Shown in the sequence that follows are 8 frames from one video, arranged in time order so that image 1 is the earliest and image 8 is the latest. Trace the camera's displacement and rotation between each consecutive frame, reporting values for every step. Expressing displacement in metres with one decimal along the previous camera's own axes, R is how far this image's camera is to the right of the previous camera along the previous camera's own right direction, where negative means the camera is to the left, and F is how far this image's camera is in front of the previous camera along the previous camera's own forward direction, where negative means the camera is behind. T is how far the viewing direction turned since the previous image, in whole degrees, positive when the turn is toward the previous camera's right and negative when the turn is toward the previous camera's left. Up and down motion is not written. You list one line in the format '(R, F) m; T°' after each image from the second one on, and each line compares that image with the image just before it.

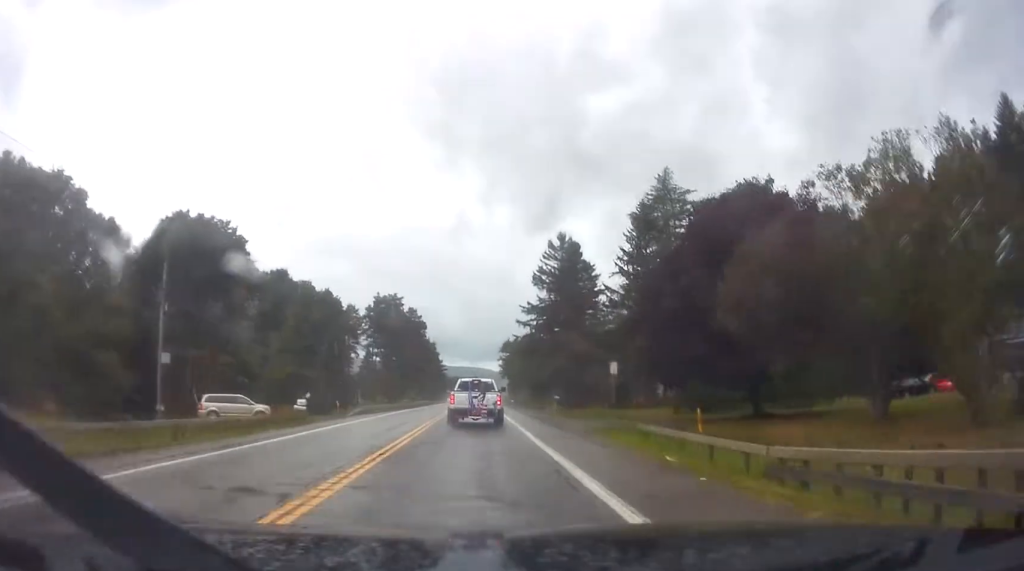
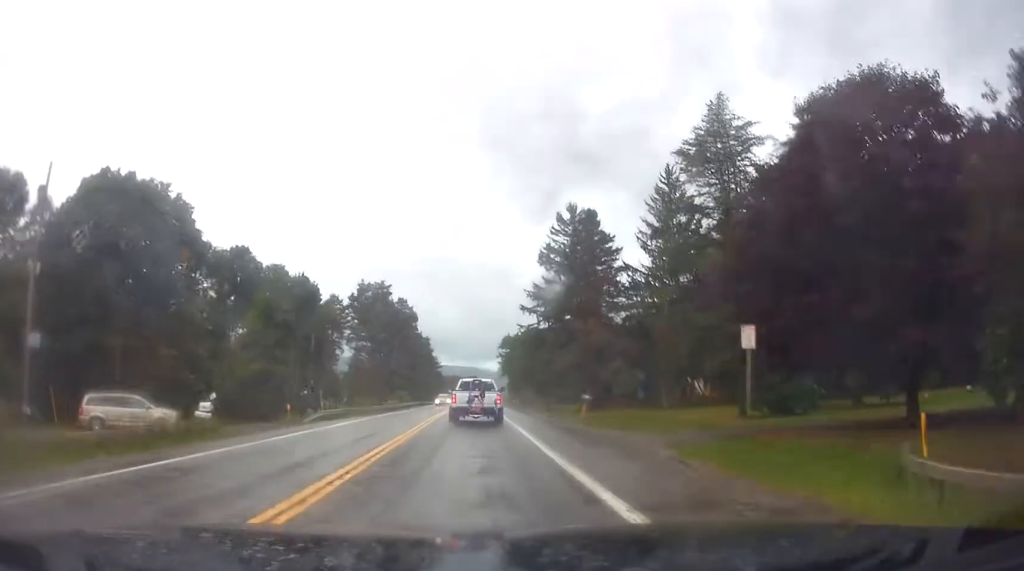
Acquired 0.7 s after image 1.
(-0.4, +13.1) m; 0°
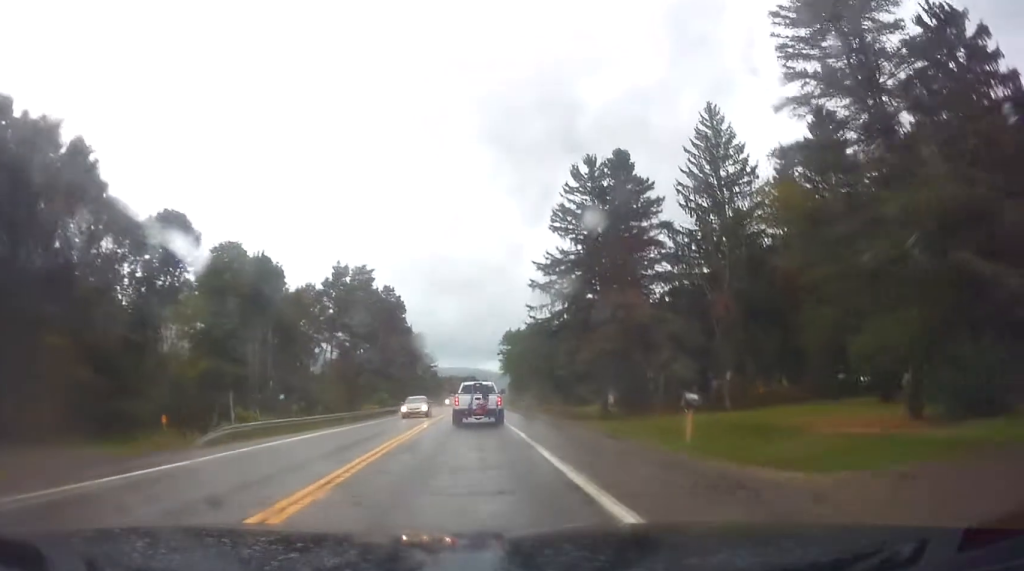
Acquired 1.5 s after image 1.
(+0.3, +15.6) m; +1°
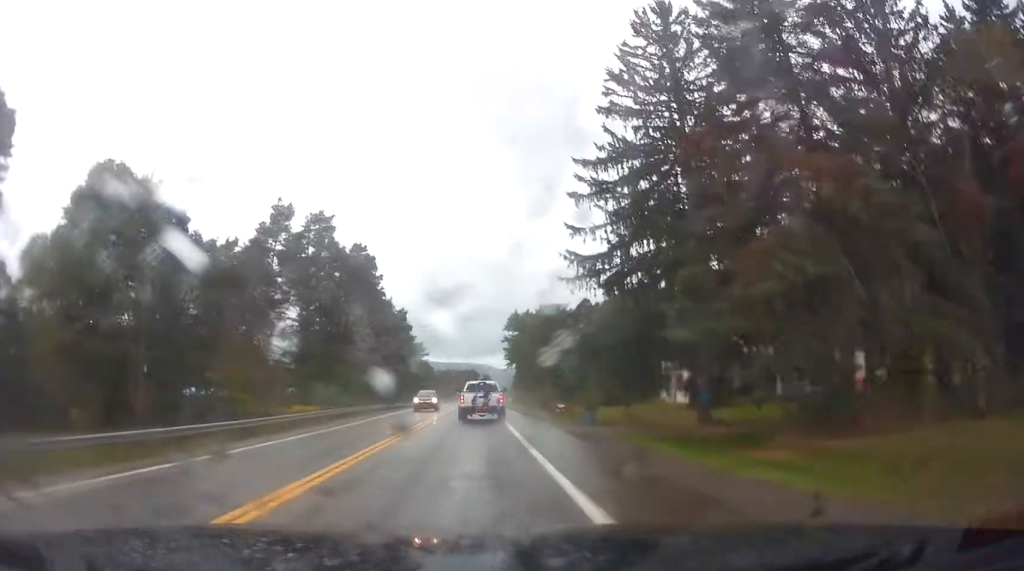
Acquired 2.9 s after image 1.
(+0.2, +25.6) m; -1°
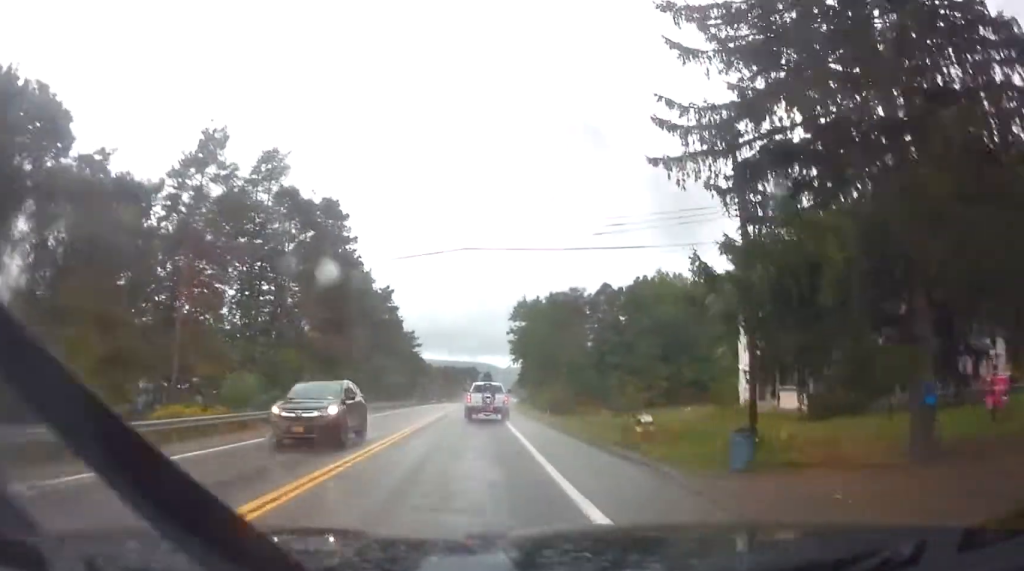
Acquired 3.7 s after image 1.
(-0.5, +17.4) m; -1°
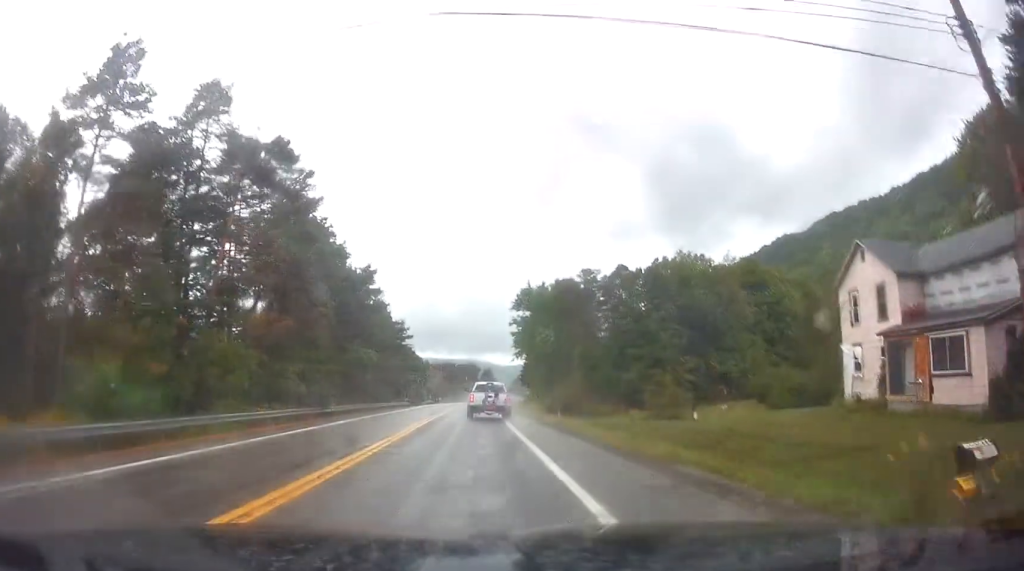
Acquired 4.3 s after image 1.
(+0.1, +12.3) m; 0°
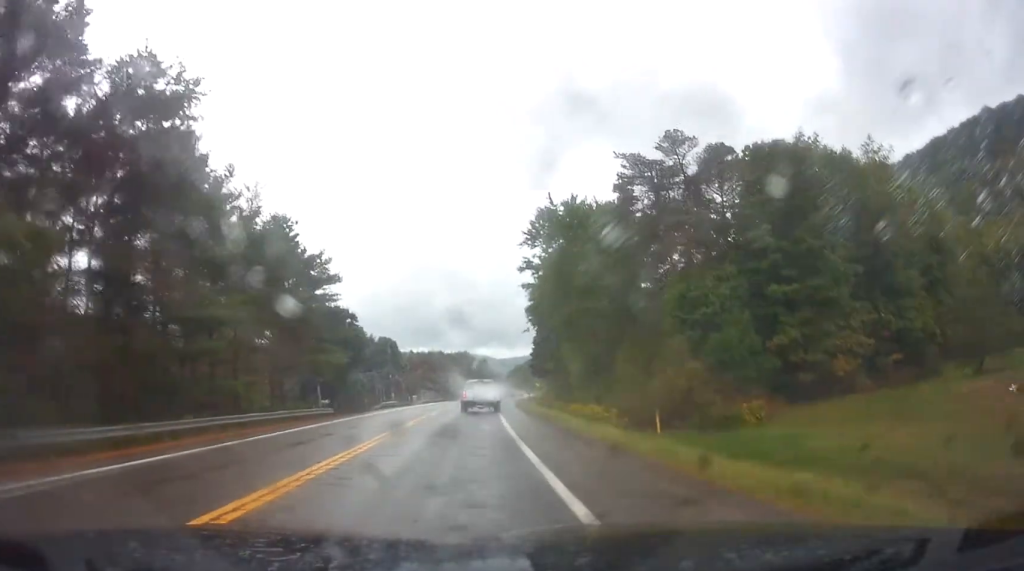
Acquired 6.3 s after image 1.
(0.0, +41.6) m; 0°
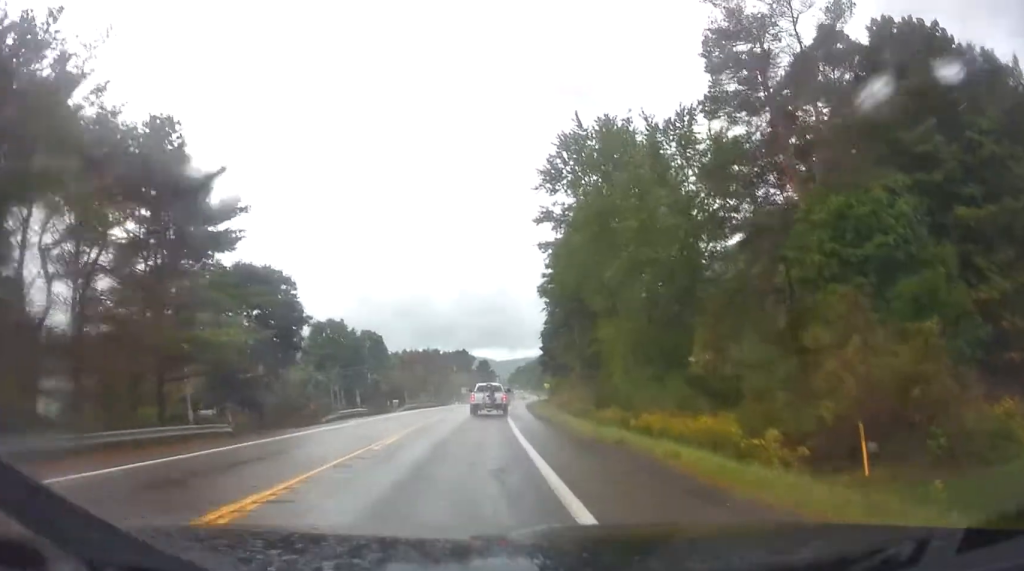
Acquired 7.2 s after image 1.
(+0.1, +18.4) m; 0°
